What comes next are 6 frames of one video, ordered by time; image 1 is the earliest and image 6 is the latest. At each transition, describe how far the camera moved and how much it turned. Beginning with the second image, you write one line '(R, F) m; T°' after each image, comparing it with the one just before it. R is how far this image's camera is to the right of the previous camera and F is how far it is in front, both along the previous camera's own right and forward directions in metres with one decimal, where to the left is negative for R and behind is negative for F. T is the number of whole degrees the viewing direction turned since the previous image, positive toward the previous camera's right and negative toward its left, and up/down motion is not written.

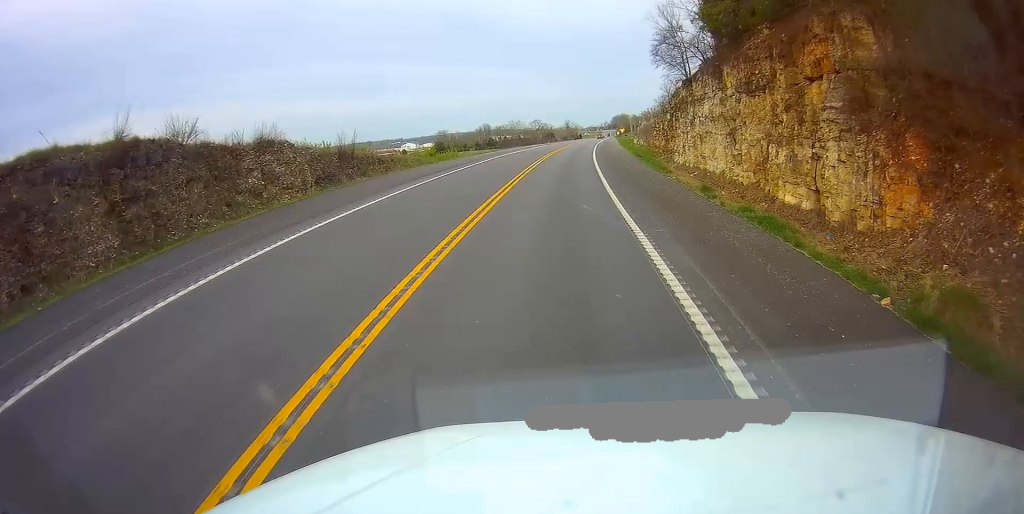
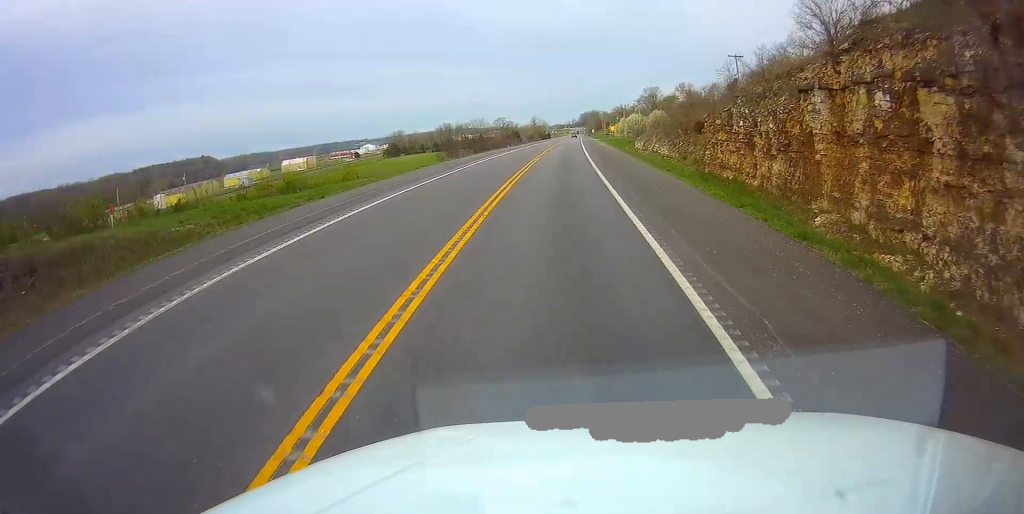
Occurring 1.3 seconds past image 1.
(+0.4, +34.2) m; +2°
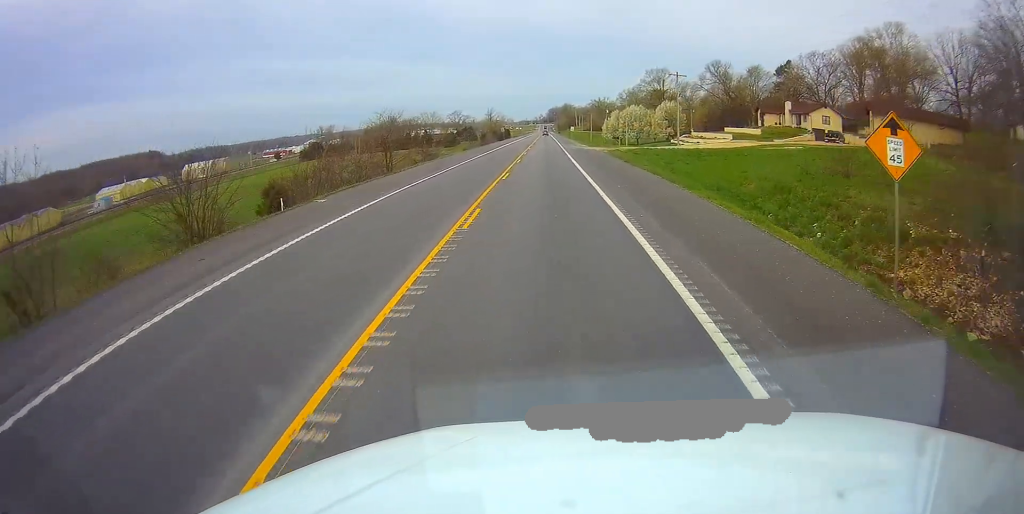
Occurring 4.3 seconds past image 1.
(+2.1, +72.4) m; +2°
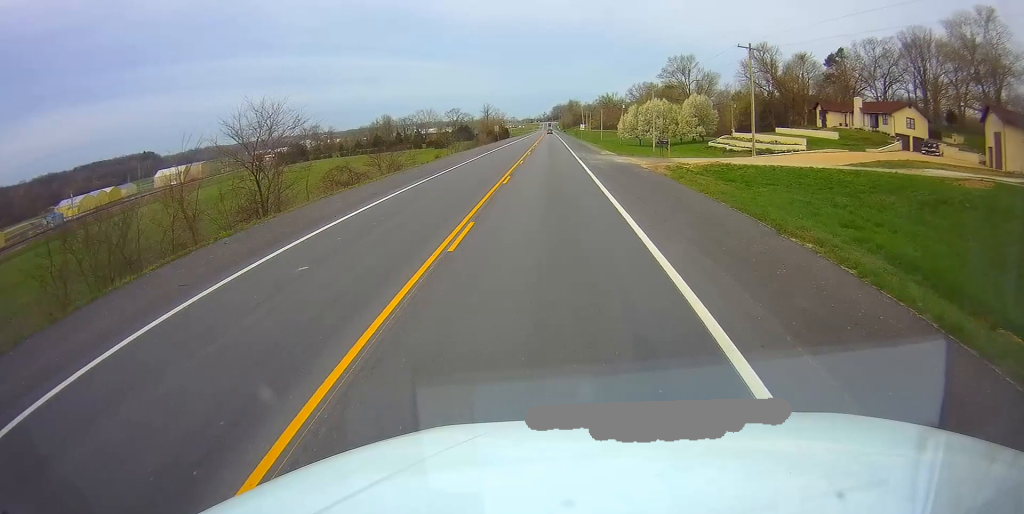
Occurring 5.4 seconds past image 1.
(0.0, +26.2) m; 0°
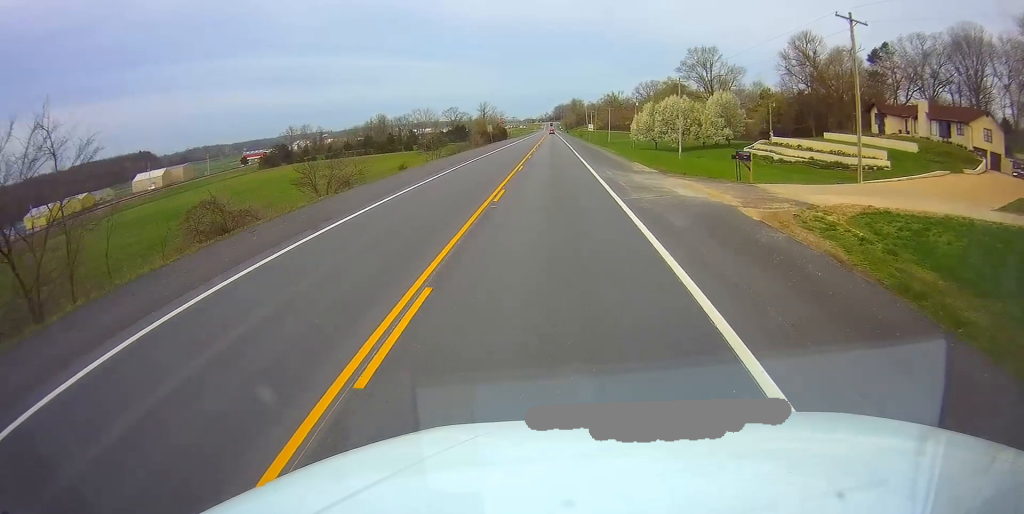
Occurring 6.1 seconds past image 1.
(0.0, +17.3) m; 0°
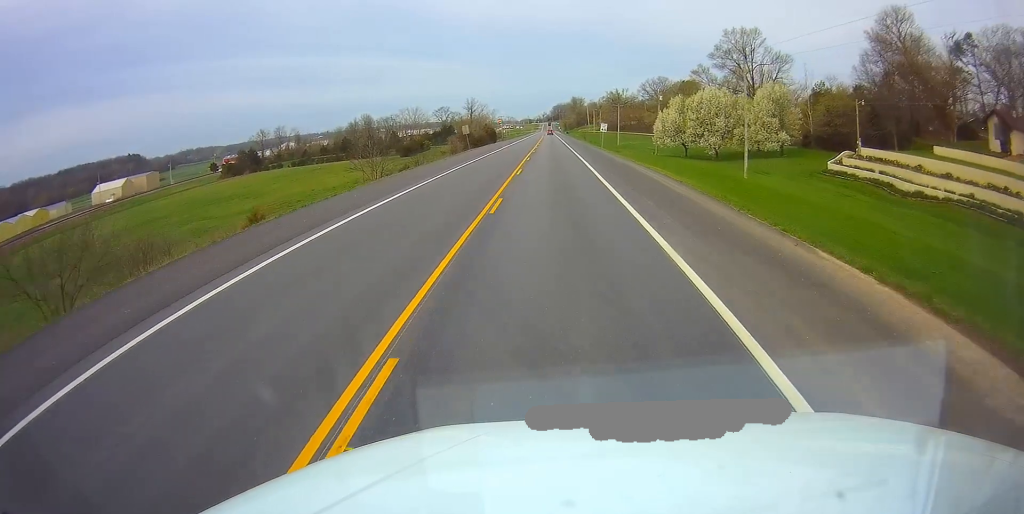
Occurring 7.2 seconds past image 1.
(0.0, +26.3) m; -1°
